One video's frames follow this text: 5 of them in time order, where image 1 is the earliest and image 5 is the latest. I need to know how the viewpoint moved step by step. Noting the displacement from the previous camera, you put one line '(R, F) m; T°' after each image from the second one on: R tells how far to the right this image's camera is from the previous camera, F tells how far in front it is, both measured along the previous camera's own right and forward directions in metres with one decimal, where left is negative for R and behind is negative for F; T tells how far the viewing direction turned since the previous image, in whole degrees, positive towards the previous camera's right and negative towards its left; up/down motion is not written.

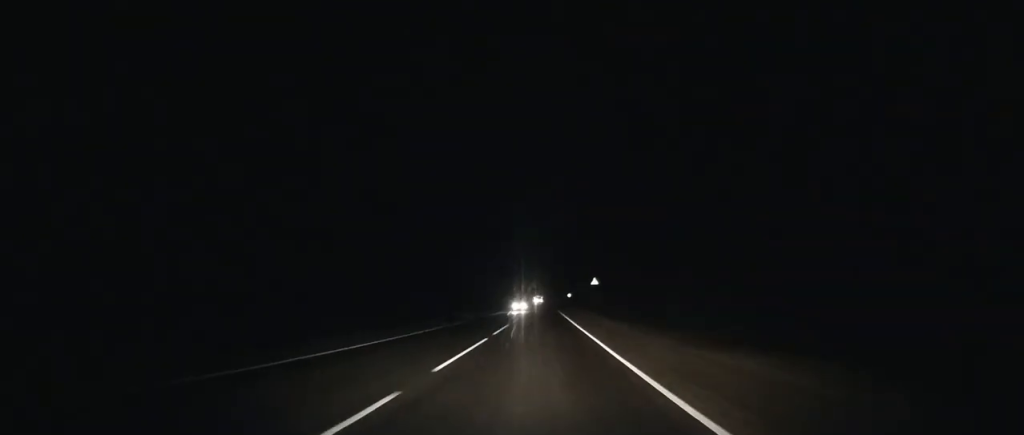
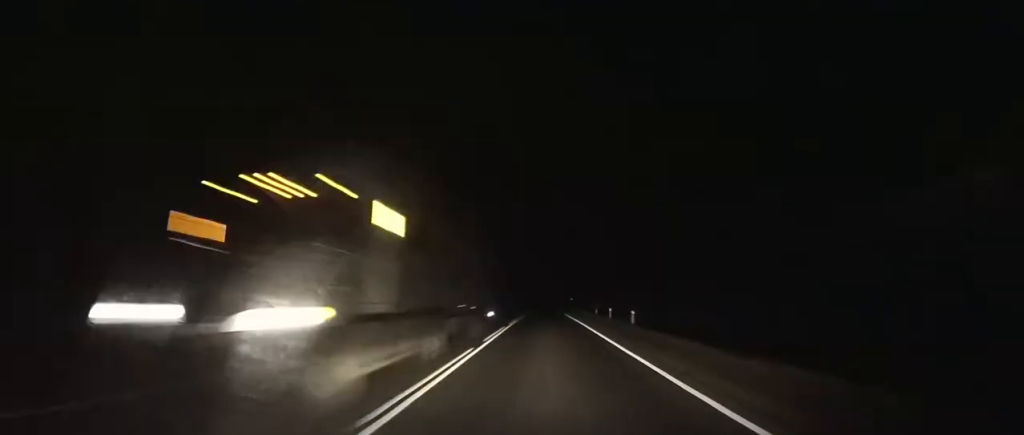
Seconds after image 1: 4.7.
(-0.2, +122.1) m; 0°
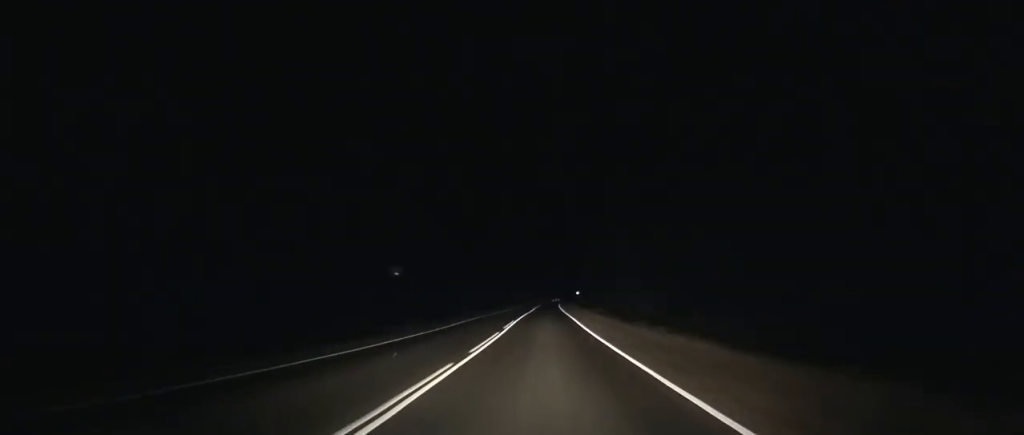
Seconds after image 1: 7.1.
(+0.2, +64.7) m; 0°
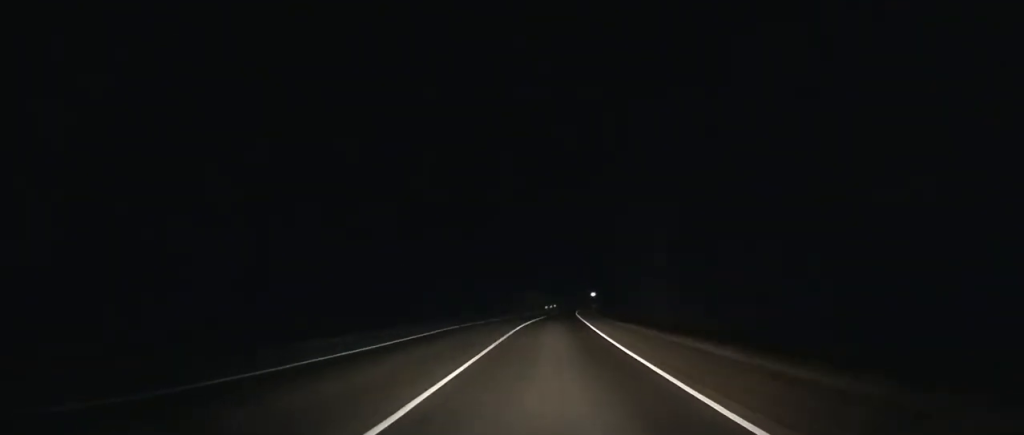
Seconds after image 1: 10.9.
(+0.9, +100.2) m; +1°
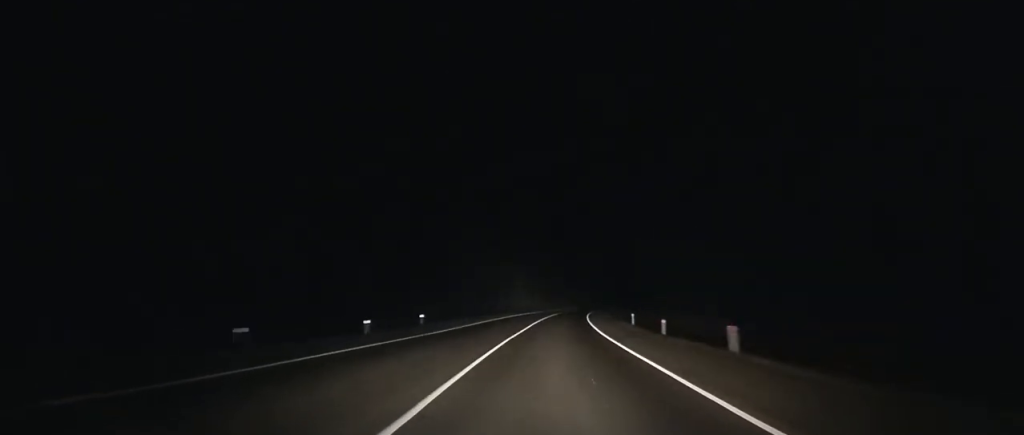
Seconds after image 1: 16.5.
(+5.5, +138.4) m; +7°
